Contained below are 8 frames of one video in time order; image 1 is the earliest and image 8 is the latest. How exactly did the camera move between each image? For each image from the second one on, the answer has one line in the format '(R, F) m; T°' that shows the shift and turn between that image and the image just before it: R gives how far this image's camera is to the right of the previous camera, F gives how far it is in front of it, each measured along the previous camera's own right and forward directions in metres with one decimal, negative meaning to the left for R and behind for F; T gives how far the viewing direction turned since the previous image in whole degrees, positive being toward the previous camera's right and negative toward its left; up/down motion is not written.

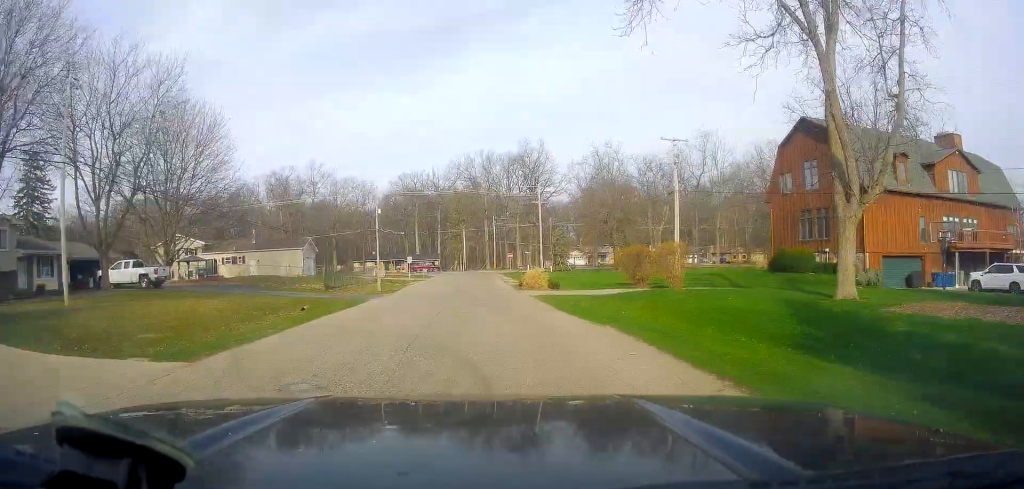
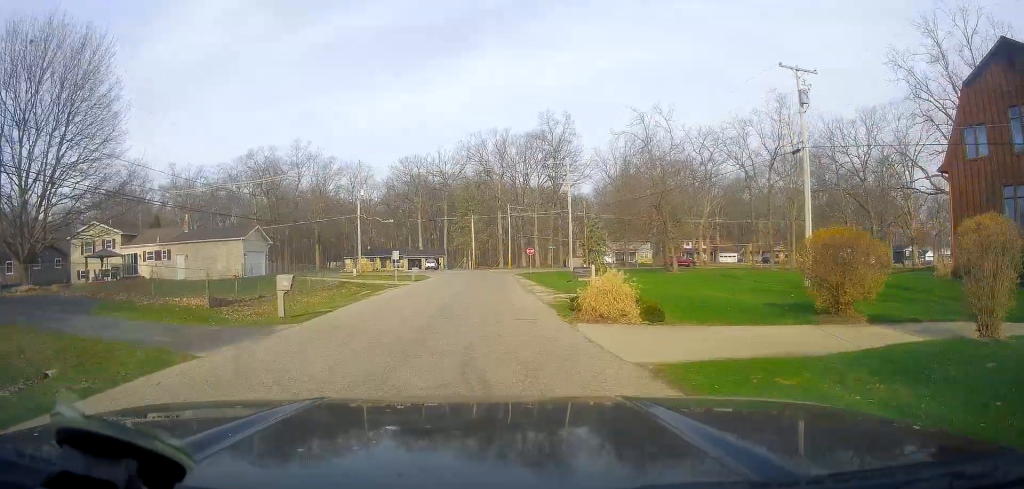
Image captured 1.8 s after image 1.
(-0.6, +19.9) m; -3°
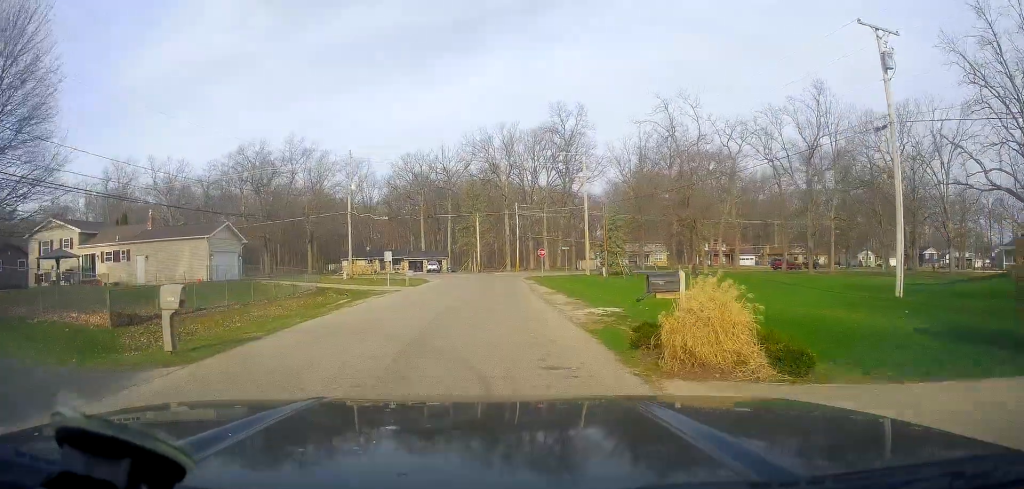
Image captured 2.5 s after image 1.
(0.0, +7.5) m; 0°
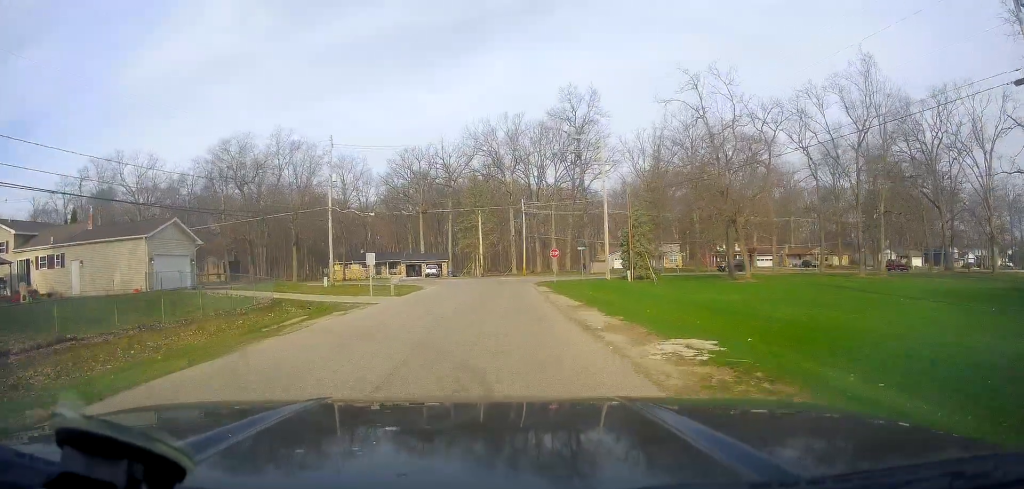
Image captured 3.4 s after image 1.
(0.0, +8.6) m; 0°
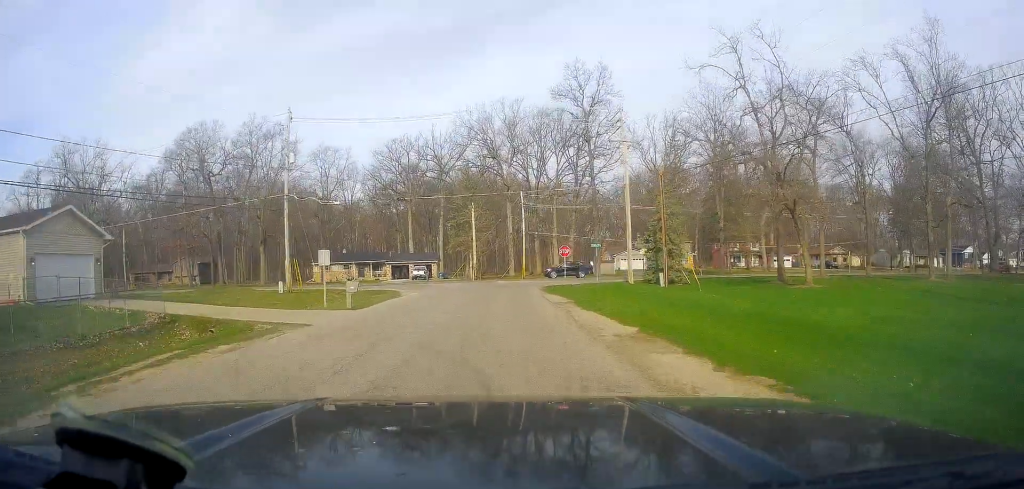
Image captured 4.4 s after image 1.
(0.0, +10.4) m; 0°
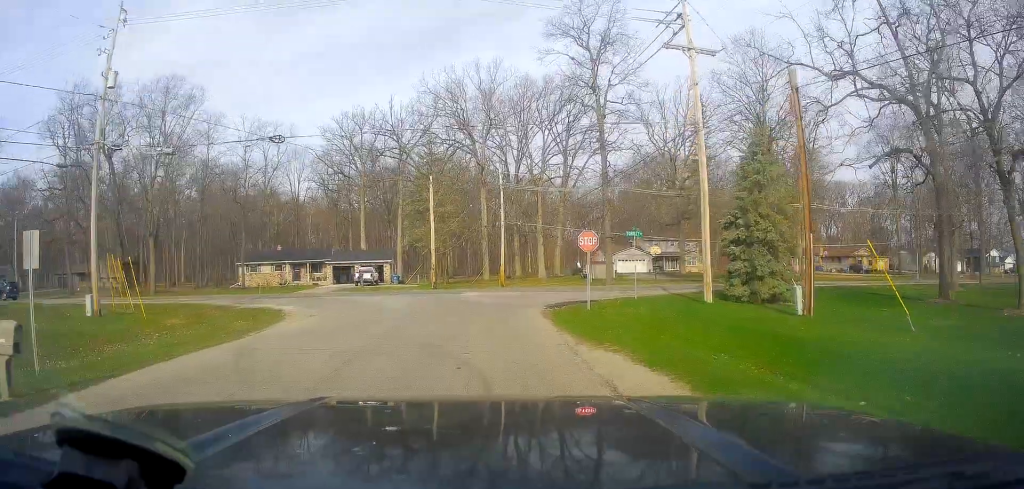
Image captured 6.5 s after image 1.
(+0.2, +19.4) m; +4°
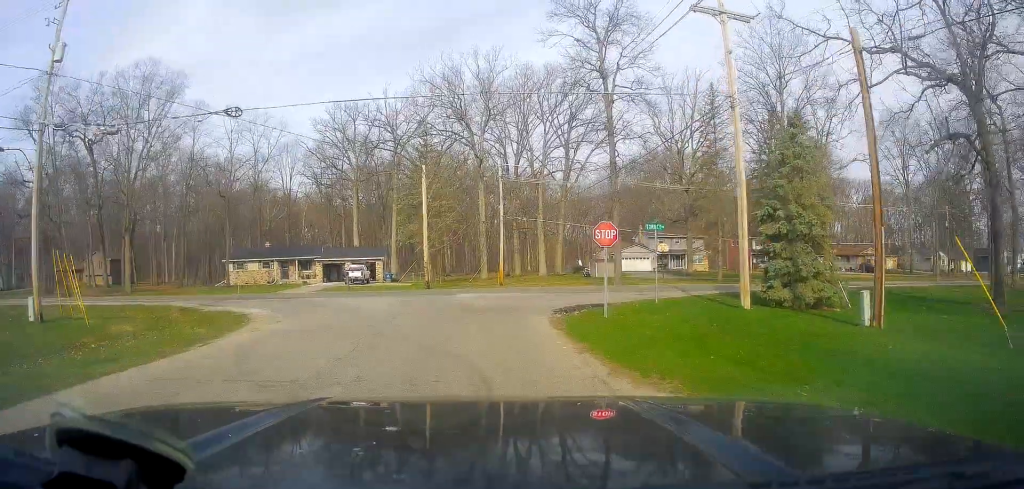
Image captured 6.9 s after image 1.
(+0.2, +3.6) m; 0°
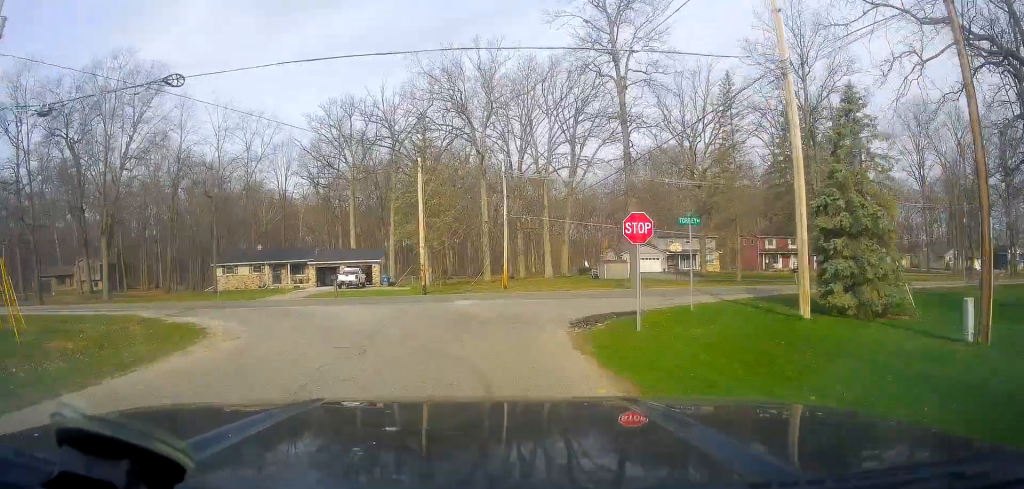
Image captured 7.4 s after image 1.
(+0.2, +3.9) m; 0°
